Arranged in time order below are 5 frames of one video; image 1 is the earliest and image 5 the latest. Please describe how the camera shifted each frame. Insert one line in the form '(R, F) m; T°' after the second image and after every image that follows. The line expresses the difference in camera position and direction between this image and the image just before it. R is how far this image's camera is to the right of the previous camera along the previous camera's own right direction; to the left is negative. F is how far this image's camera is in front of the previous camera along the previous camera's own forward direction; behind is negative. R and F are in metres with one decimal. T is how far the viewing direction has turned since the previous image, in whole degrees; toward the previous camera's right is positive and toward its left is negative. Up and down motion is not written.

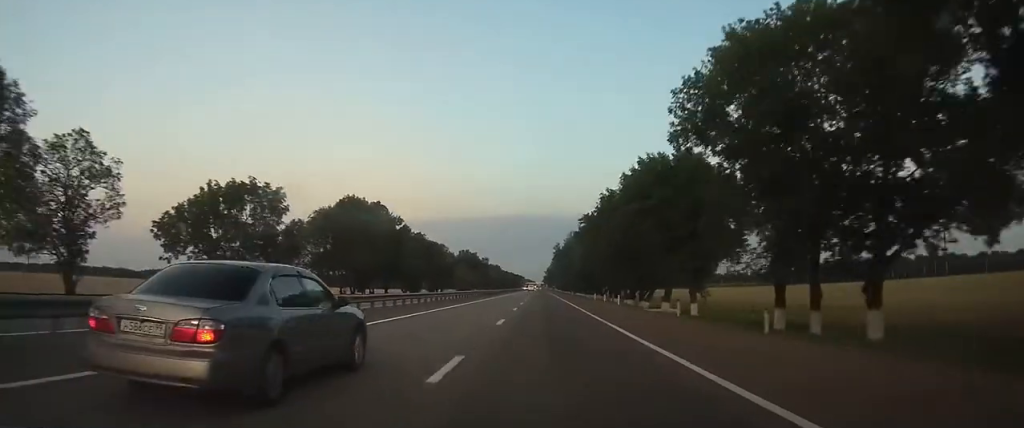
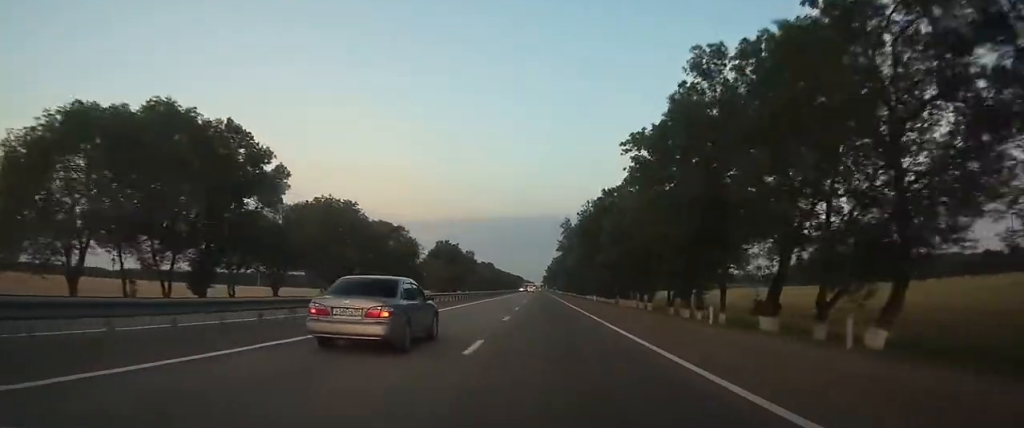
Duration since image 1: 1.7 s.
(-0.1, +44.7) m; 0°
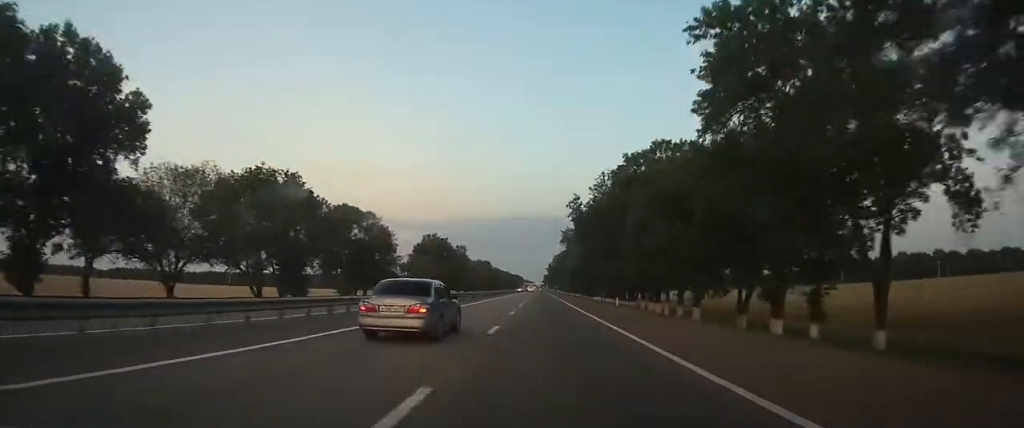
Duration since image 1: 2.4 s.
(0.0, +18.8) m; 0°
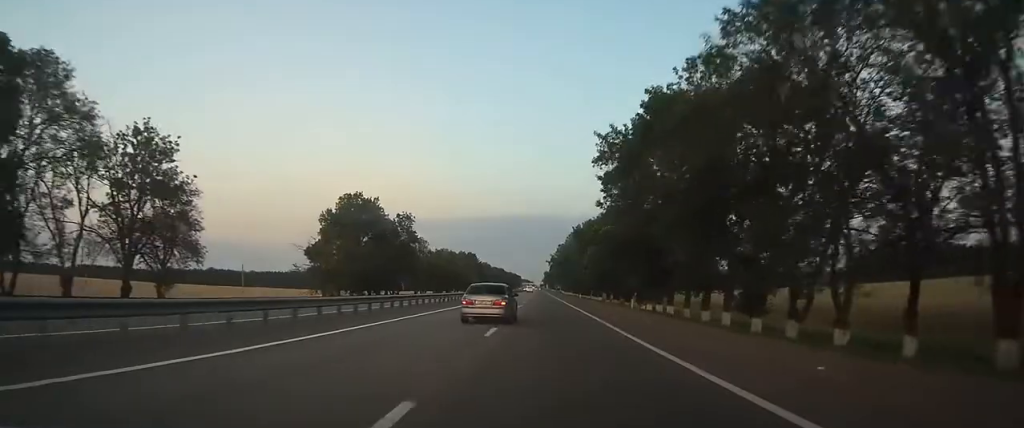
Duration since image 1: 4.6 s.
(+0.1, +60.9) m; 0°
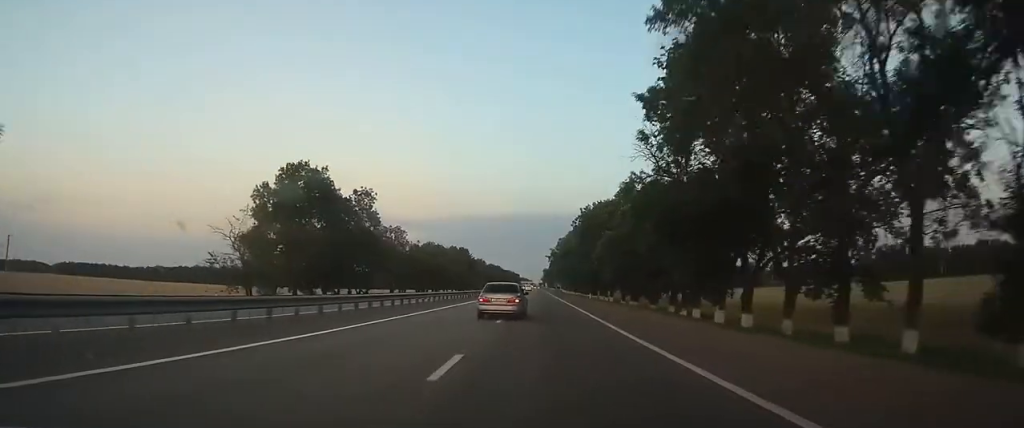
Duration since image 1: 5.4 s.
(0.0, +19.6) m; 0°
